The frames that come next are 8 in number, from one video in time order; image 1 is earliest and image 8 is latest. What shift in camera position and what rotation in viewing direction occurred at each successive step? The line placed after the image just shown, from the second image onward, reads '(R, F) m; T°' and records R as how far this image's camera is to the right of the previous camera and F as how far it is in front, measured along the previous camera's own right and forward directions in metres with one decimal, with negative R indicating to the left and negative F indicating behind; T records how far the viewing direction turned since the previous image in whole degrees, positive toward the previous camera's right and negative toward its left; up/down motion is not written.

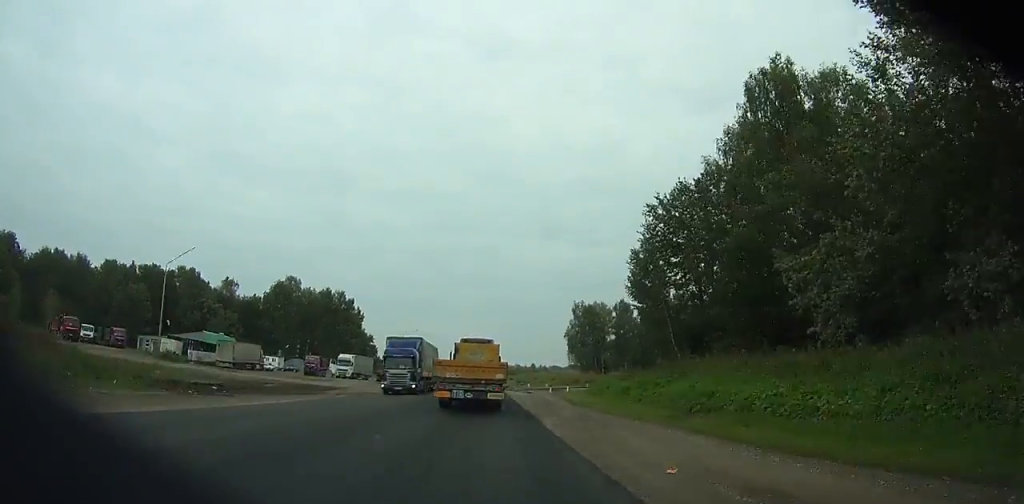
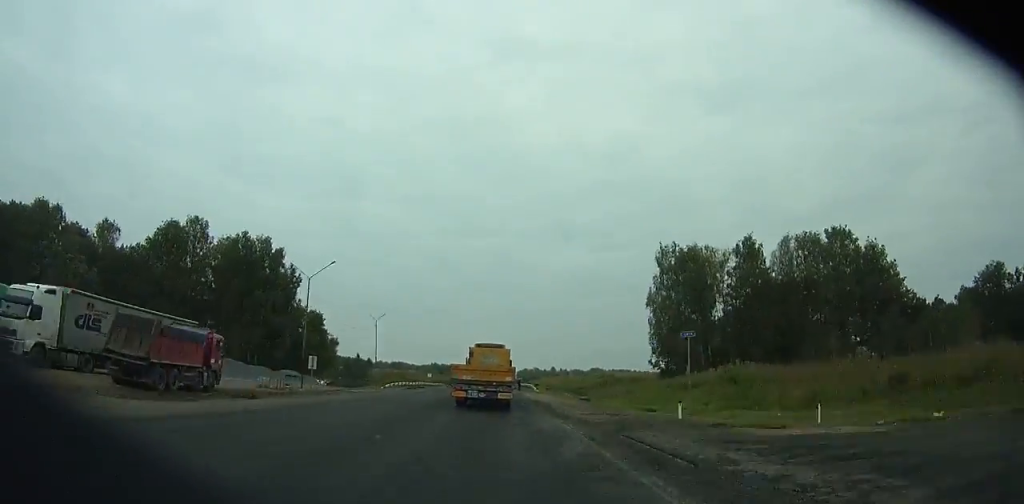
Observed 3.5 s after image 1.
(-0.2, +72.1) m; 0°
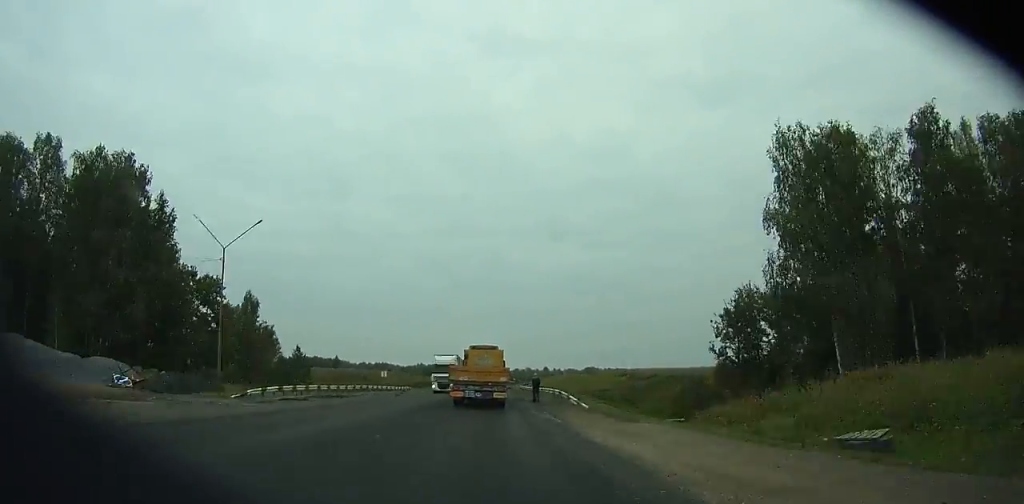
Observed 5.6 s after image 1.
(-0.1, +41.9) m; 0°
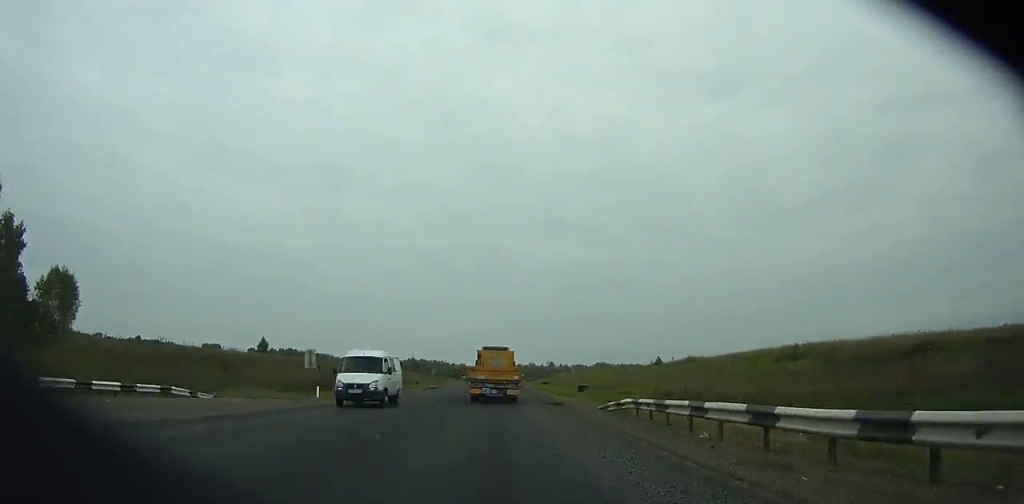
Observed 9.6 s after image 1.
(+0.4, +77.2) m; 0°
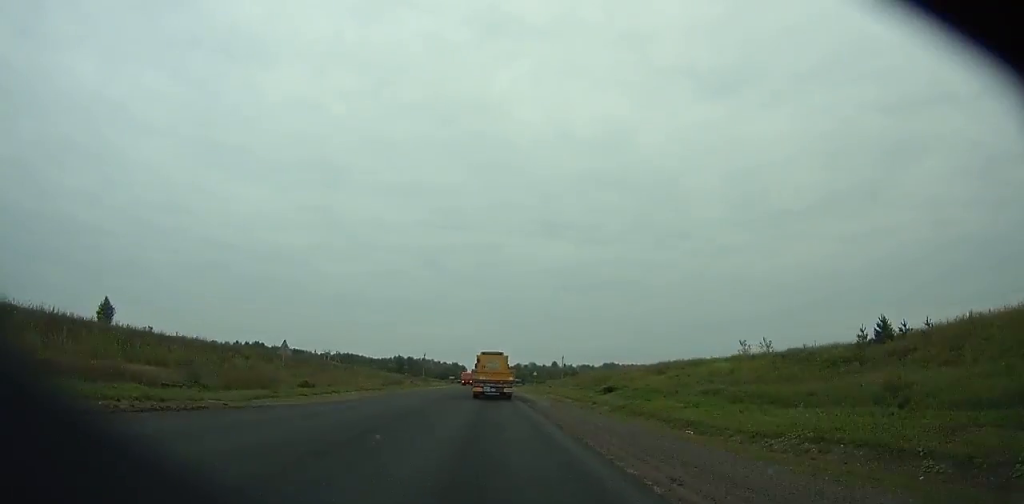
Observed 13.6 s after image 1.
(+0.1, +74.1) m; 0°
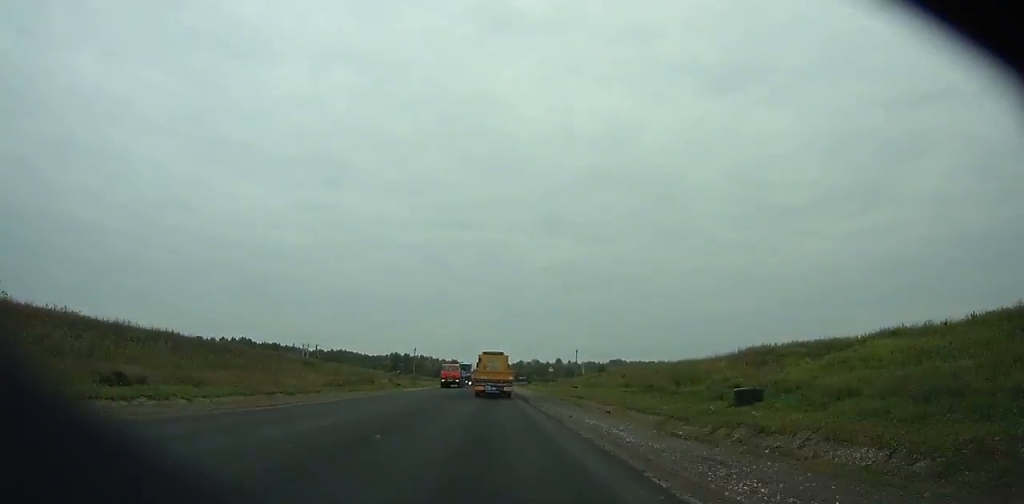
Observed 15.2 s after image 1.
(0.0, +29.0) m; 0°
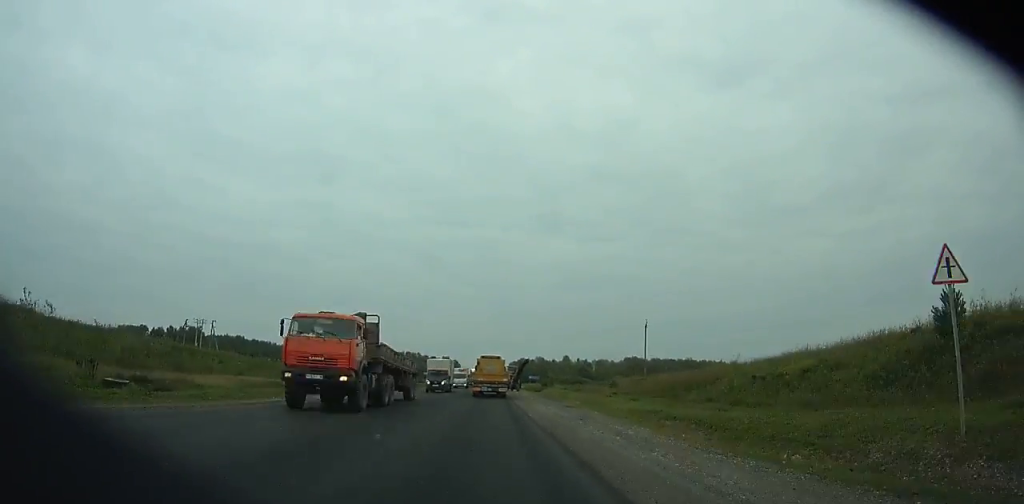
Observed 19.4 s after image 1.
(+0.3, +76.1) m; 0°
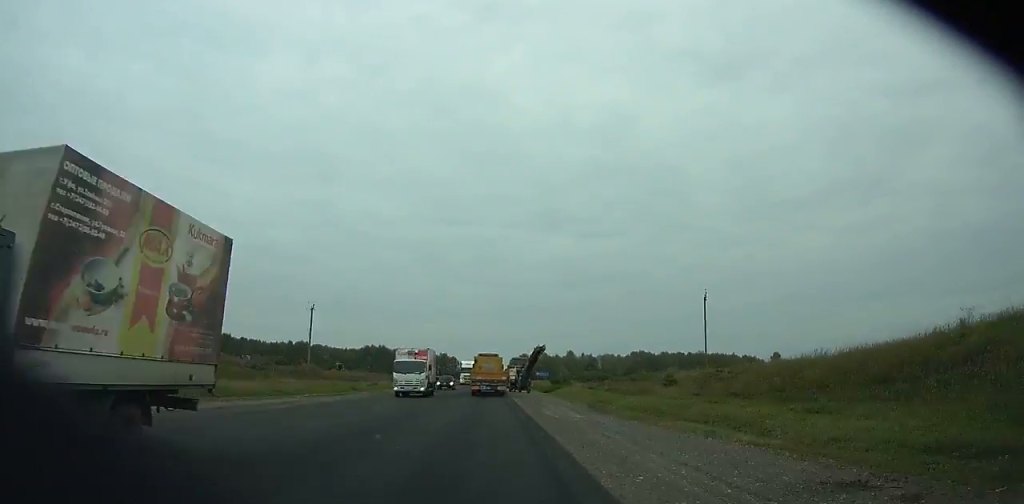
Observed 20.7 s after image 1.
(-0.2, +23.8) m; 0°
